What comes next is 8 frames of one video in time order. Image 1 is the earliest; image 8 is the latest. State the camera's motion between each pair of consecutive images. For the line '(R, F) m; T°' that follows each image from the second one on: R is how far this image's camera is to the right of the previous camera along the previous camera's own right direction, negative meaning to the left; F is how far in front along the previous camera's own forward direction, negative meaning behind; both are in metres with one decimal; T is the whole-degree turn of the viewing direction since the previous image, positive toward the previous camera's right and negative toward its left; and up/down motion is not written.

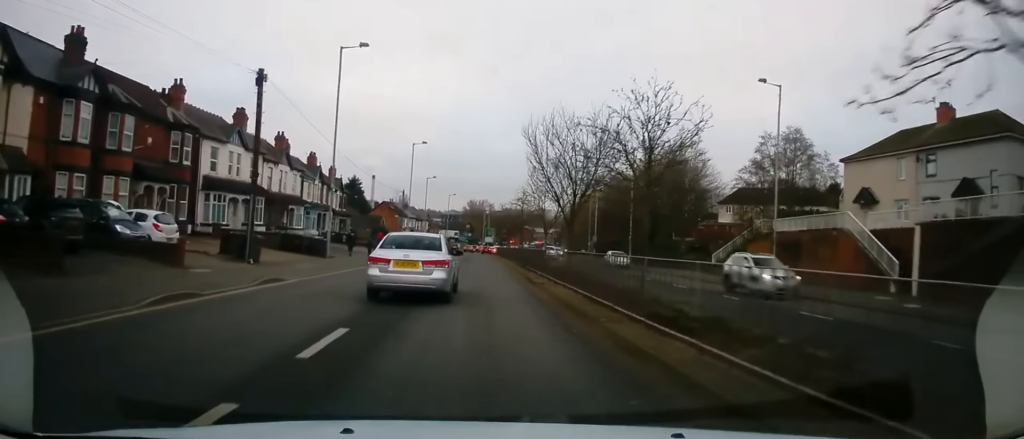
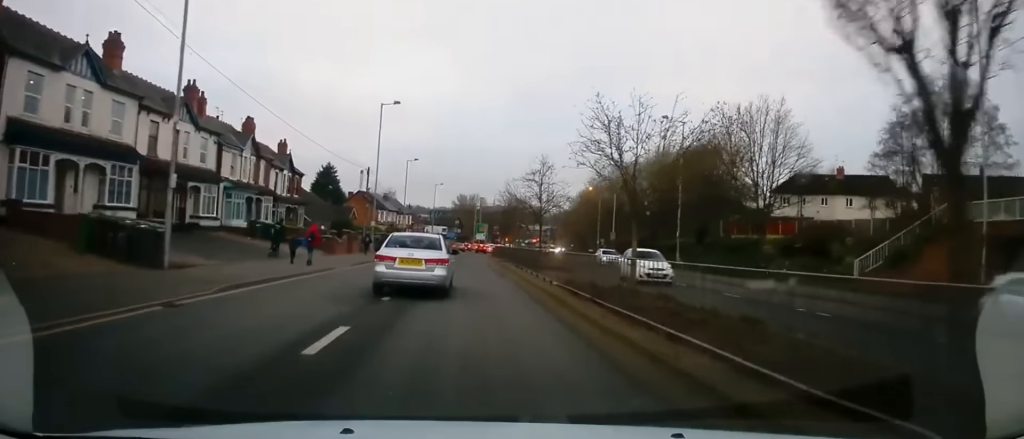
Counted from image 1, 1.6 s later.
(0.0, +17.8) m; 0°
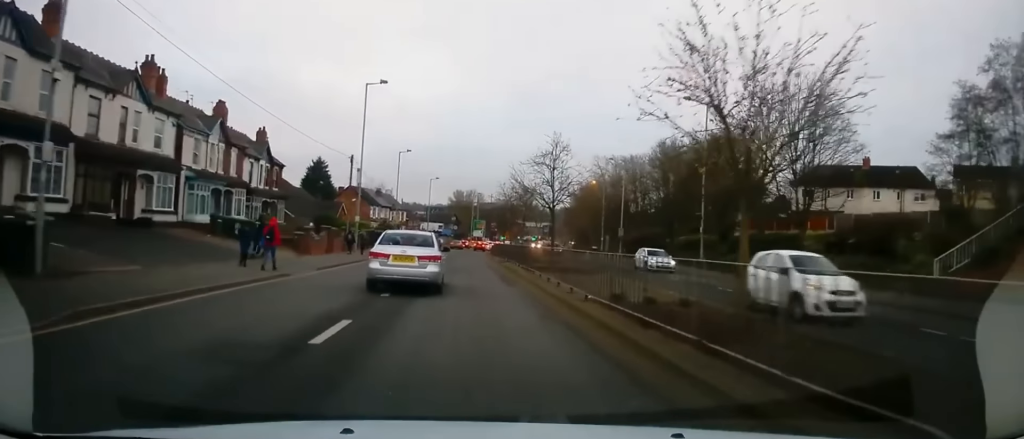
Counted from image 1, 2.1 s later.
(0.0, +5.7) m; 0°
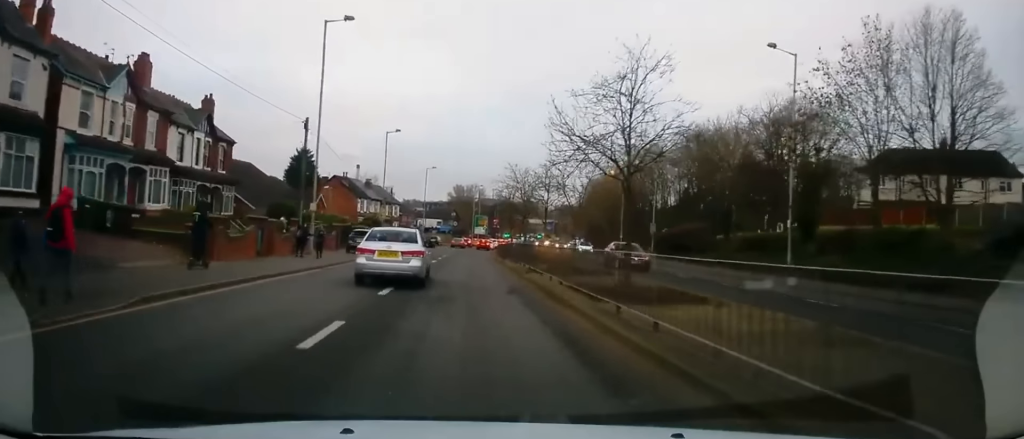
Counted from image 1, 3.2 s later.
(0.0, +12.6) m; -1°
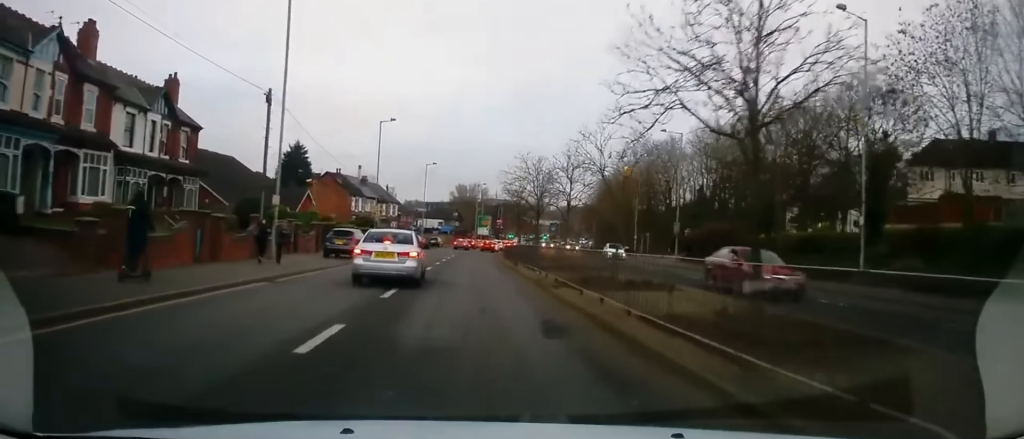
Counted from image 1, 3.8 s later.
(-0.1, +6.5) m; 0°
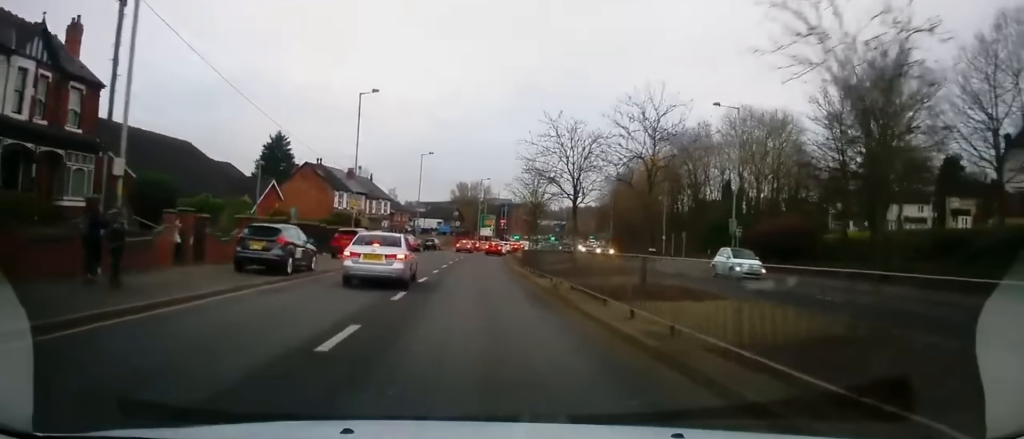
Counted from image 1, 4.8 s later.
(0.0, +12.0) m; +1°
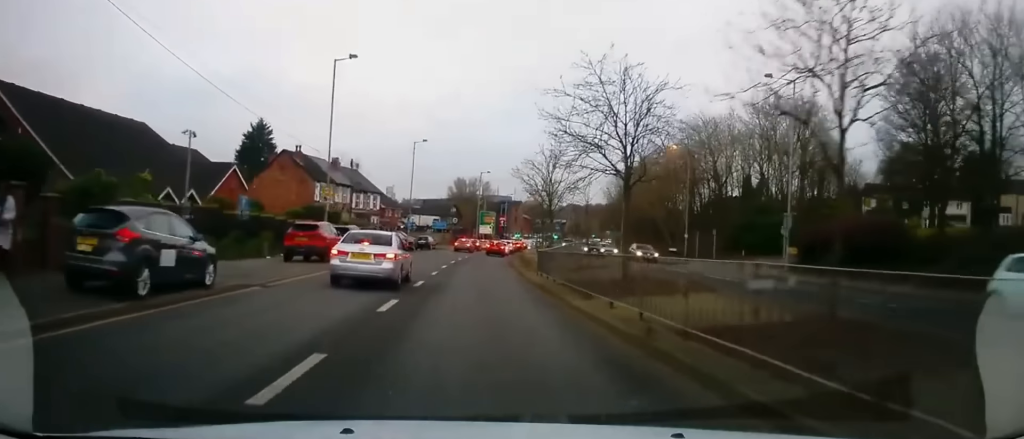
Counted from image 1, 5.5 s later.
(+0.2, +8.4) m; +1°
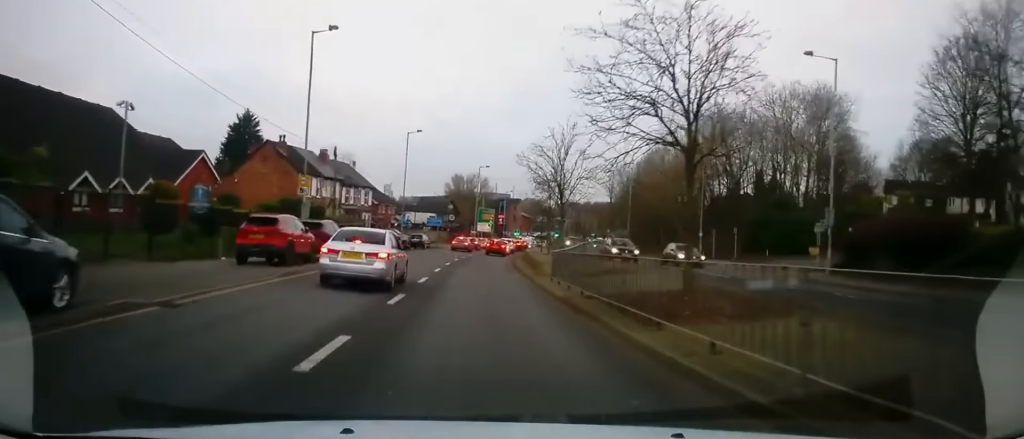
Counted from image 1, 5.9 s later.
(0.0, +4.8) m; 0°
